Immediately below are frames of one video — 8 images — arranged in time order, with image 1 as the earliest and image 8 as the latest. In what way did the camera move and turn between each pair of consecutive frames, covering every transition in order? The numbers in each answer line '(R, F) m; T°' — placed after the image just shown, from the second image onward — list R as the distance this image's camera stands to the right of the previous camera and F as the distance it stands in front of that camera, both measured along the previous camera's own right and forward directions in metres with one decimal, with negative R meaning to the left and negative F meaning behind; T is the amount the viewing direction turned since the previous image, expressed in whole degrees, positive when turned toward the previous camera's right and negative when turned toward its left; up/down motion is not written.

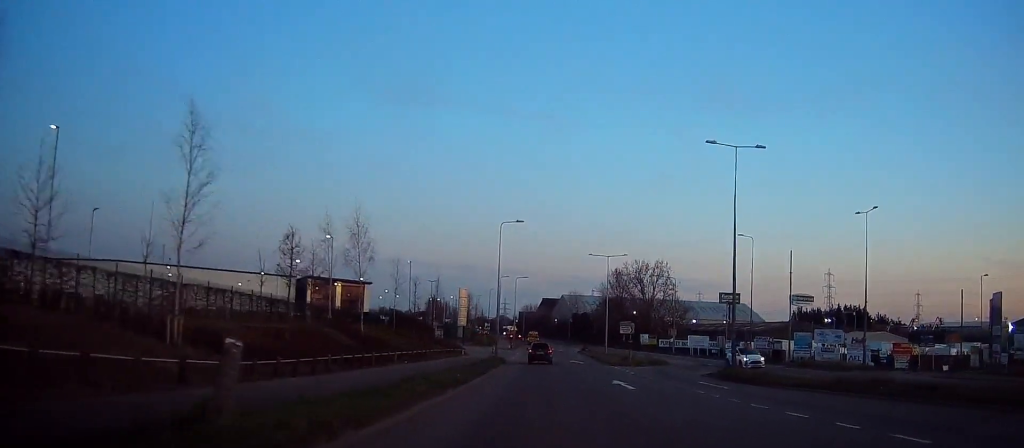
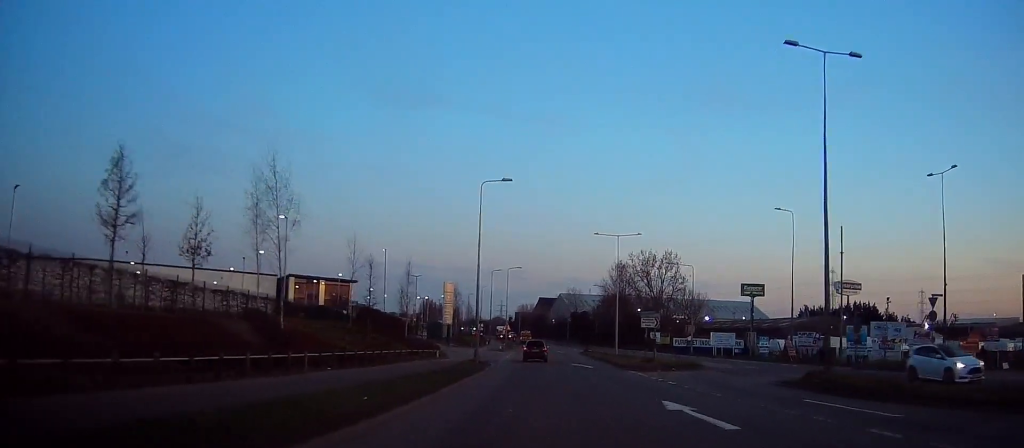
(0.0, +12.0) m; 0°
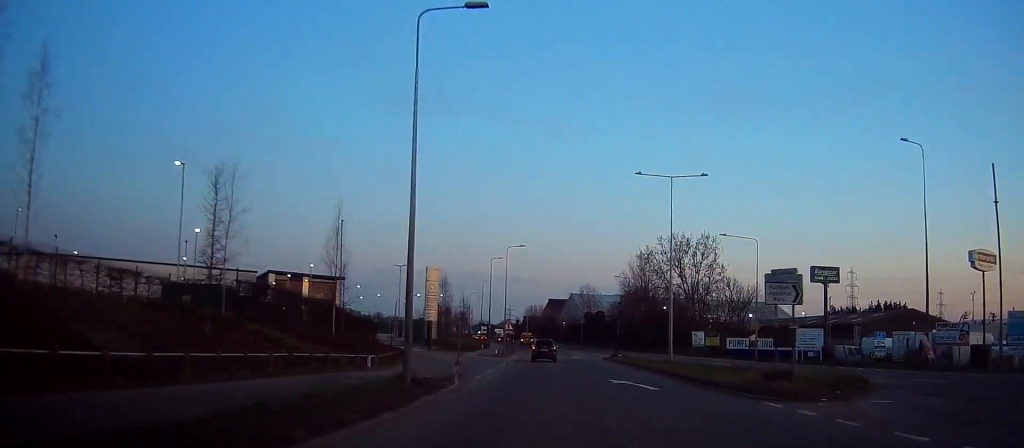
(-0.1, +19.8) m; 0°
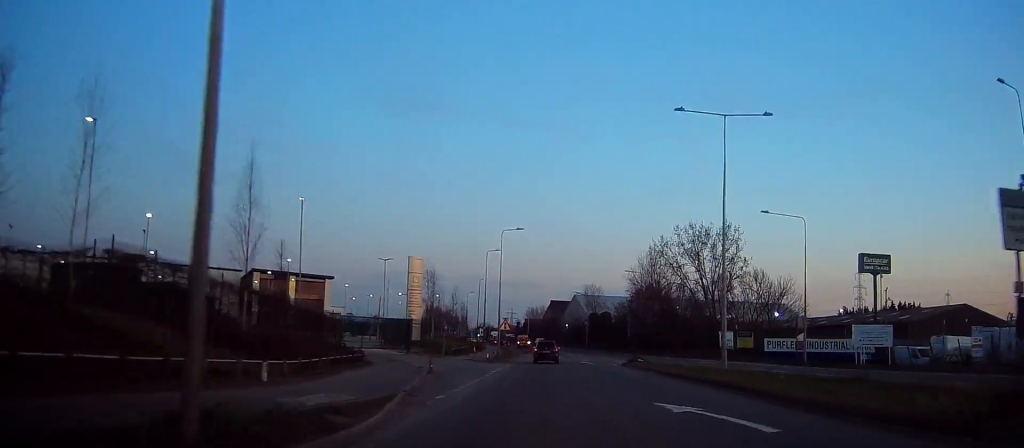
(0.0, +10.2) m; 0°
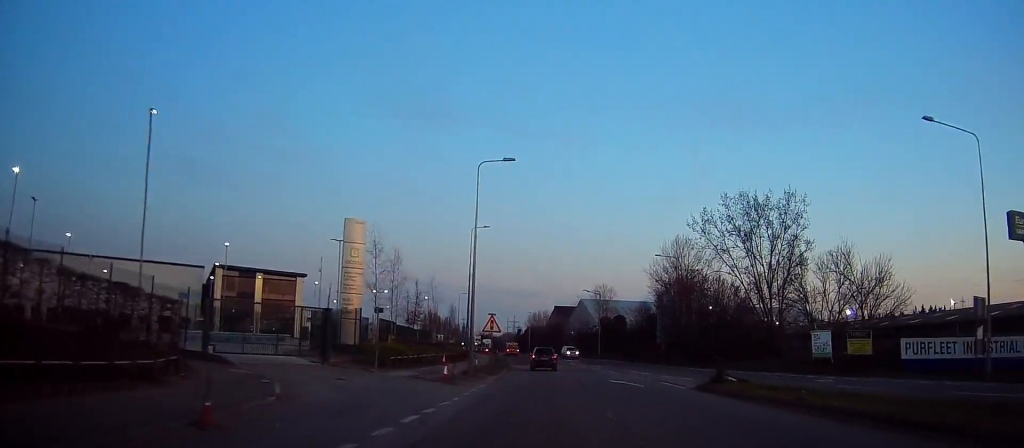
(-0.3, +20.9) m; 0°
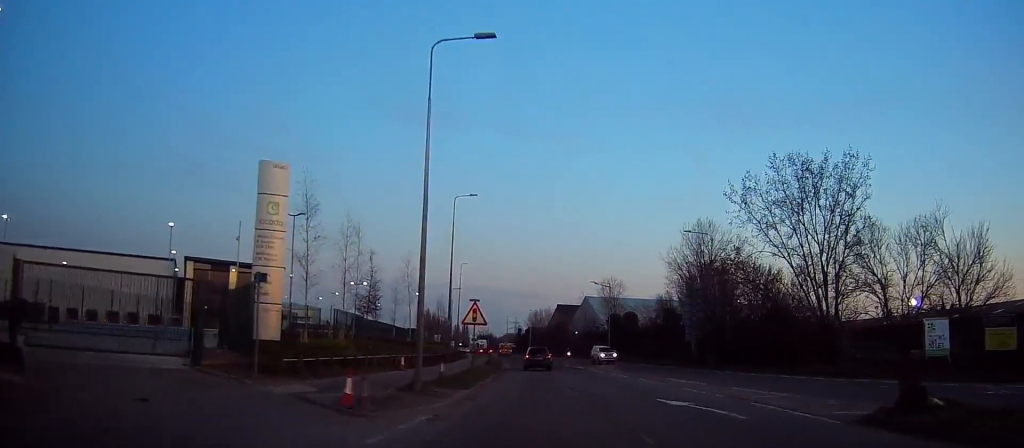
(+0.2, +12.8) m; 0°
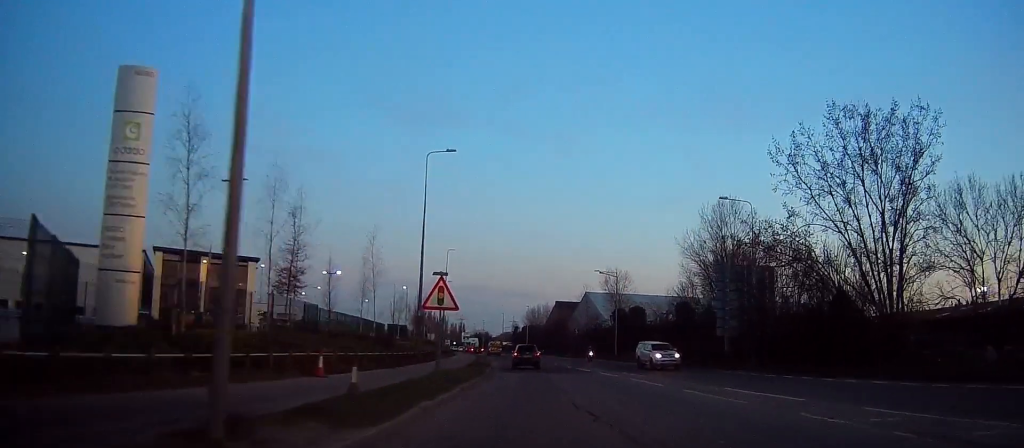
(-0.1, +10.6) m; -1°
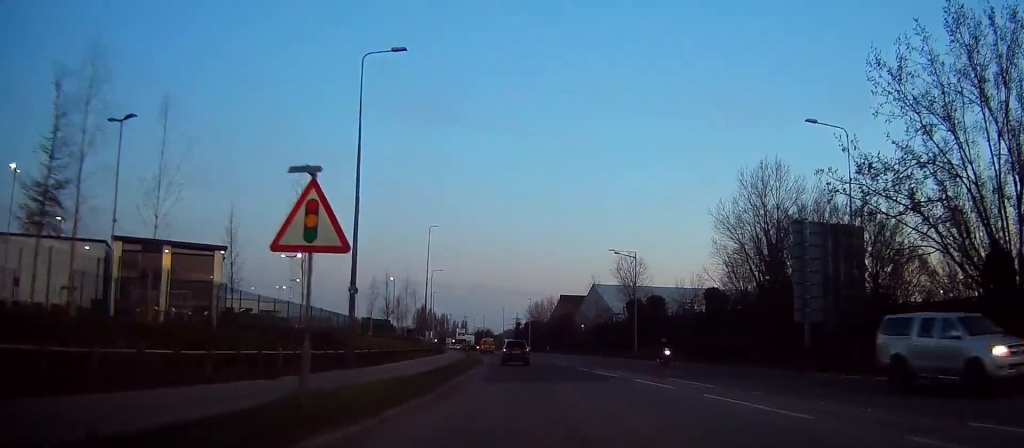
(-0.2, +13.7) m; -1°
